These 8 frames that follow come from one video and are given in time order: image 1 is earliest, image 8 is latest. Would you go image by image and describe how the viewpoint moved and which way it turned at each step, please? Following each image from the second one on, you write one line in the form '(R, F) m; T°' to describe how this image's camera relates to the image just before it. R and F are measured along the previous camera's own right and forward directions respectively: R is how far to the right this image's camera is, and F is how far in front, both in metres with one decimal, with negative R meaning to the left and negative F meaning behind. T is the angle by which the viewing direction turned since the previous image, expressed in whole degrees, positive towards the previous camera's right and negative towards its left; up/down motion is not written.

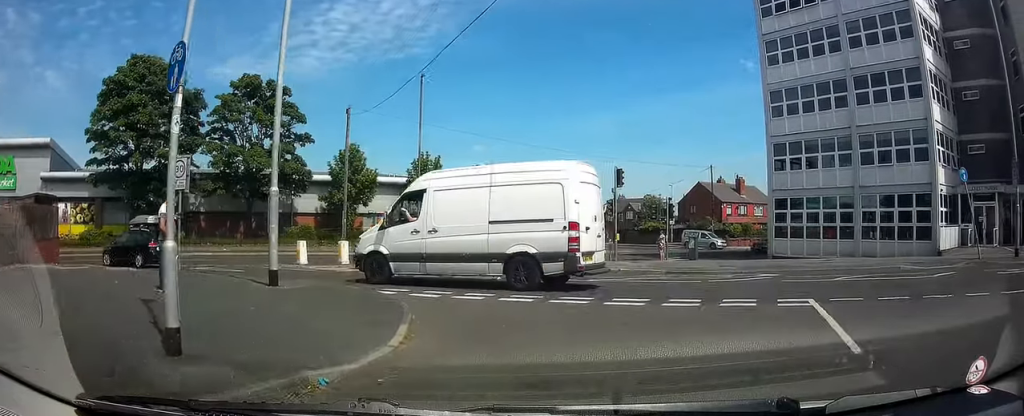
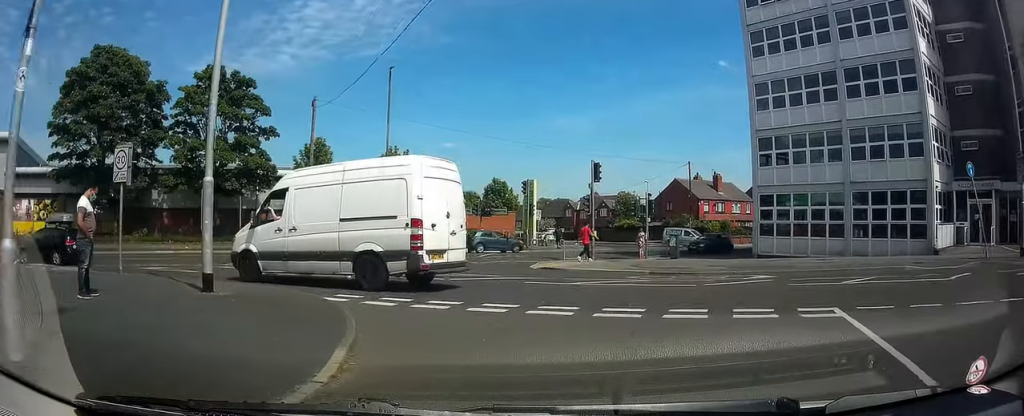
(-0.1, +1.7) m; 0°
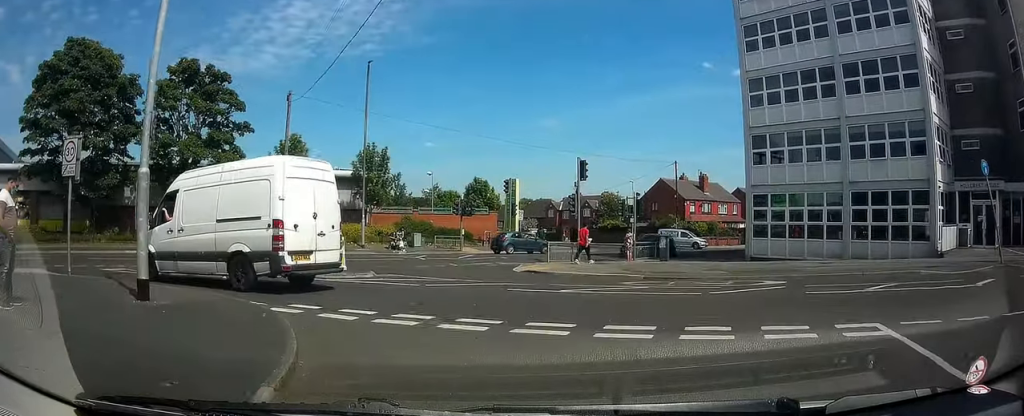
(+0.1, +1.7) m; +5°
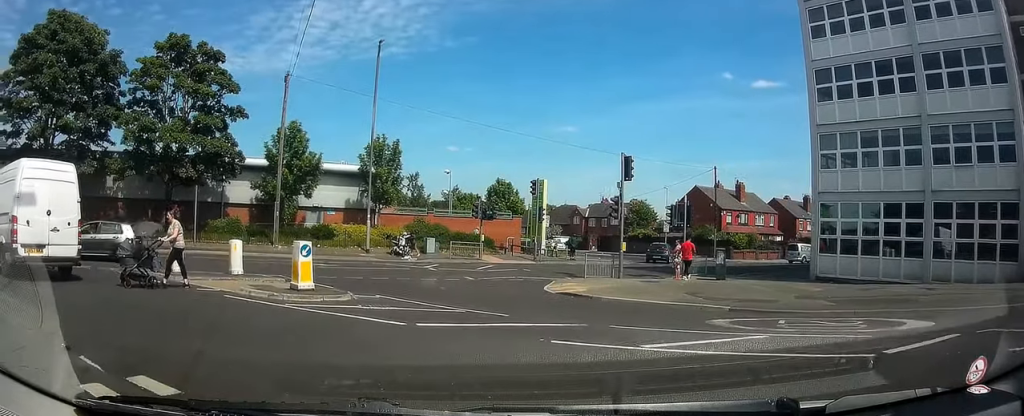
(+0.4, +7.2) m; -4°
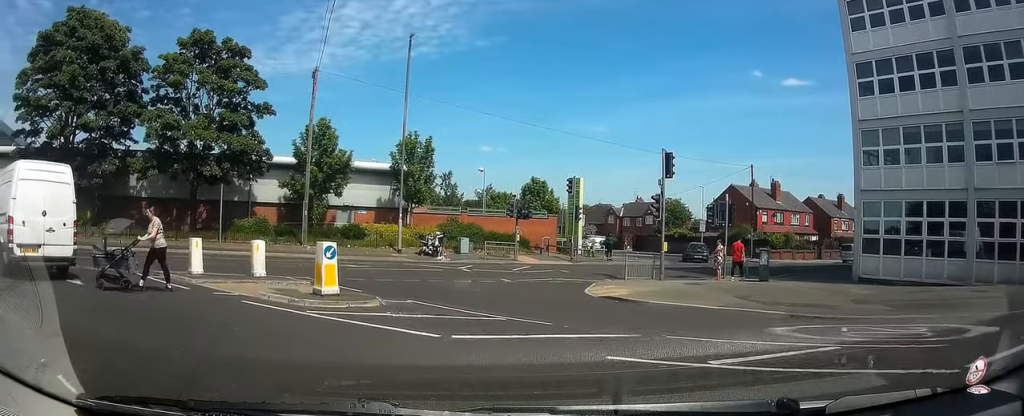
(0.0, +1.1) m; +4°
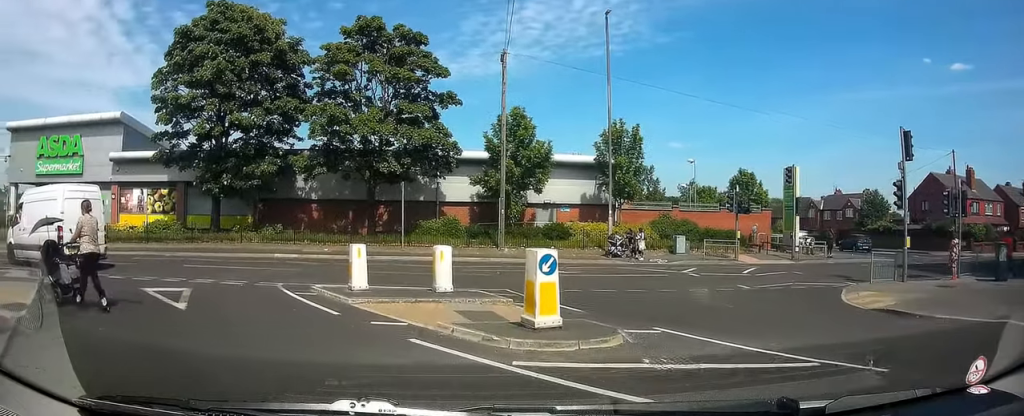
(+0.2, +4.2) m; -8°
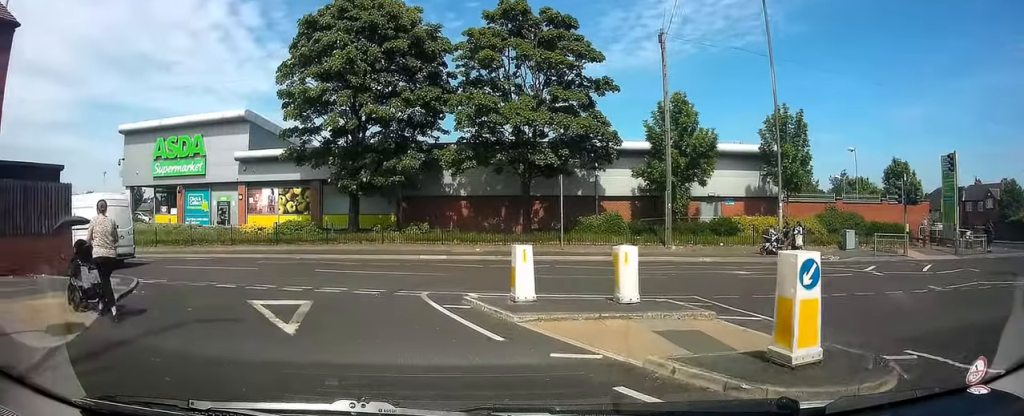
(-0.2, +1.9) m; -11°
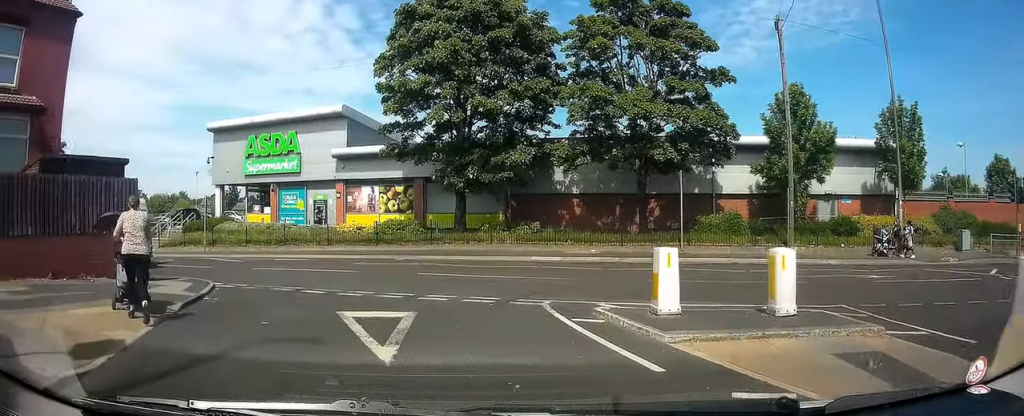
(-0.1, +1.4) m; -8°
